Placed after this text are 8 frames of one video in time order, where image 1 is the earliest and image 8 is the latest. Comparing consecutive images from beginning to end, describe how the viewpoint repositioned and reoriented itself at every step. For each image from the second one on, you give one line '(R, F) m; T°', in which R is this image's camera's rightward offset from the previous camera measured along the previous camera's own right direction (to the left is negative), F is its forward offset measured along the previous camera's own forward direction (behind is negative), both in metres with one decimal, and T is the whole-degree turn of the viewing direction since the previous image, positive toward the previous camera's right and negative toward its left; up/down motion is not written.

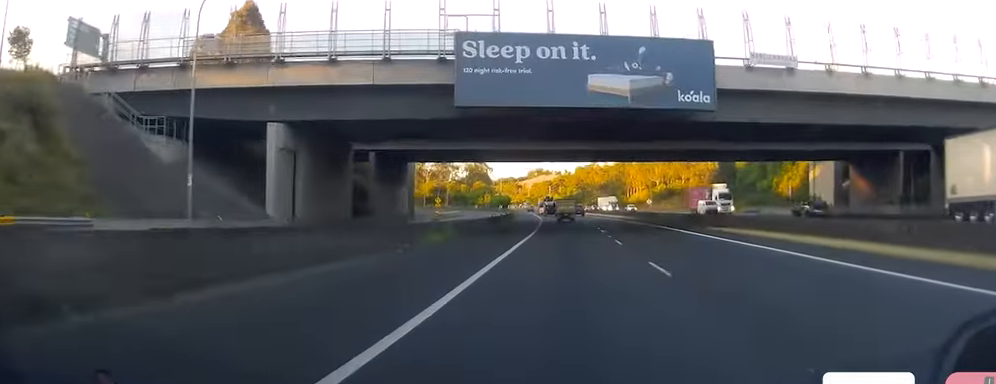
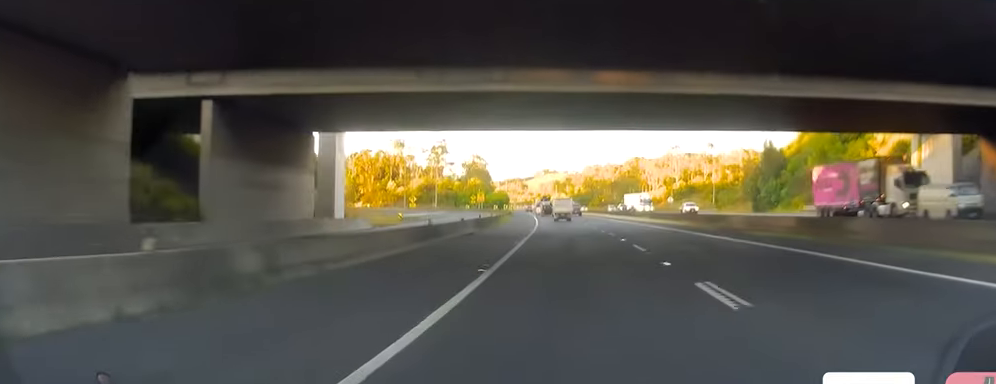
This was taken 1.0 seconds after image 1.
(-0.6, +28.6) m; -2°
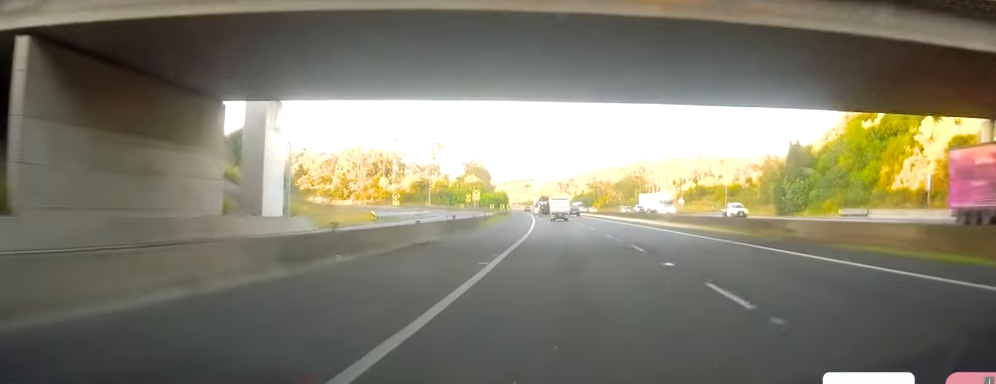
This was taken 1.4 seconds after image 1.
(-0.2, +12.4) m; 0°
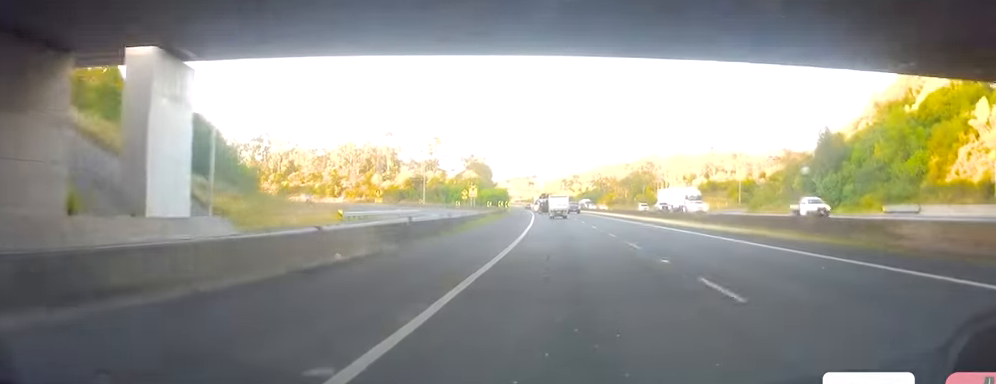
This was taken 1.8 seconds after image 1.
(0.0, +11.5) m; 0°
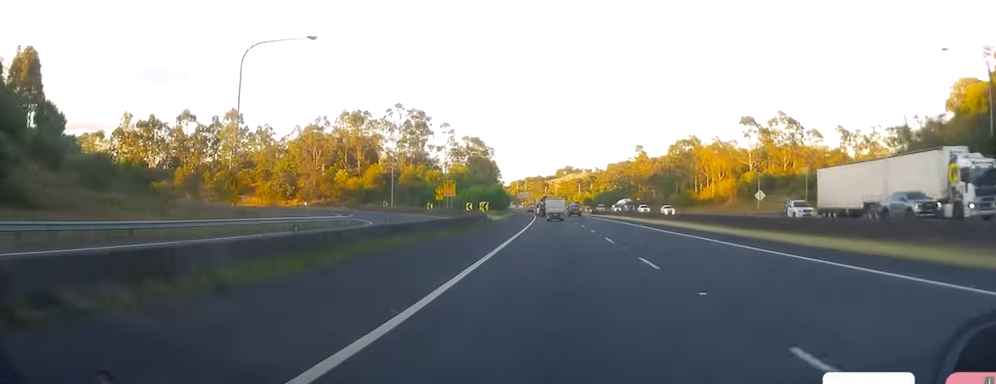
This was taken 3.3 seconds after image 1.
(+0.8, +42.1) m; 0°
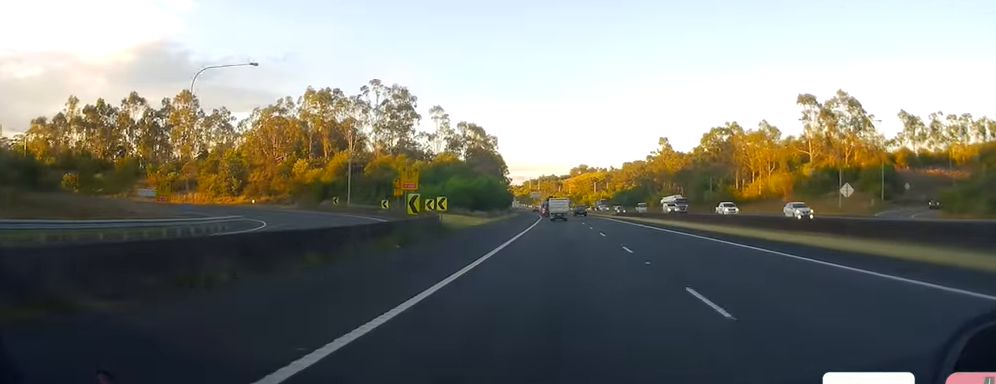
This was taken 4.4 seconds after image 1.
(-0.8, +30.5) m; -2°
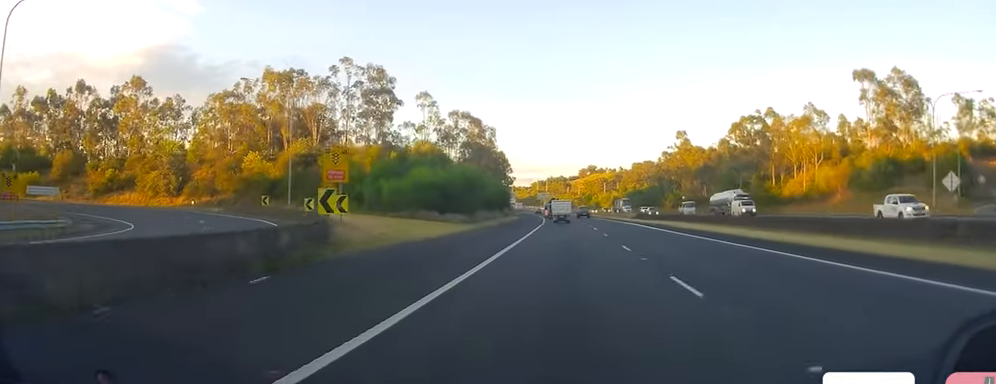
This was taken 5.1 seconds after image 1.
(-0.1, +21.9) m; -1°
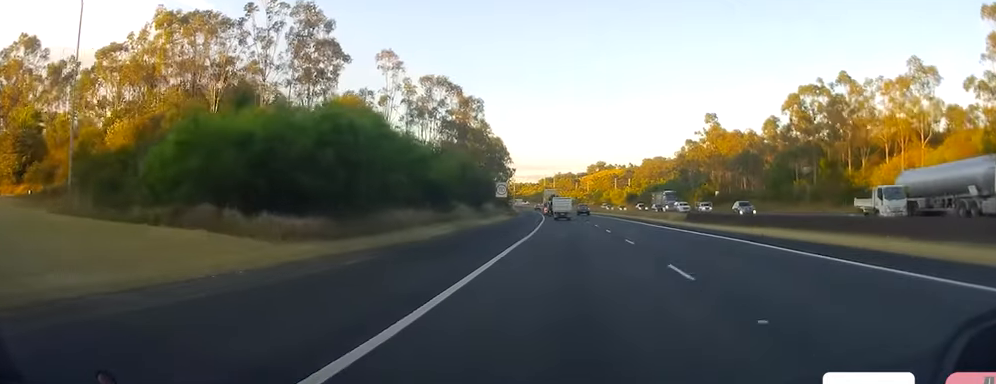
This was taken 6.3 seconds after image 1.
(-0.3, +33.6) m; -2°
